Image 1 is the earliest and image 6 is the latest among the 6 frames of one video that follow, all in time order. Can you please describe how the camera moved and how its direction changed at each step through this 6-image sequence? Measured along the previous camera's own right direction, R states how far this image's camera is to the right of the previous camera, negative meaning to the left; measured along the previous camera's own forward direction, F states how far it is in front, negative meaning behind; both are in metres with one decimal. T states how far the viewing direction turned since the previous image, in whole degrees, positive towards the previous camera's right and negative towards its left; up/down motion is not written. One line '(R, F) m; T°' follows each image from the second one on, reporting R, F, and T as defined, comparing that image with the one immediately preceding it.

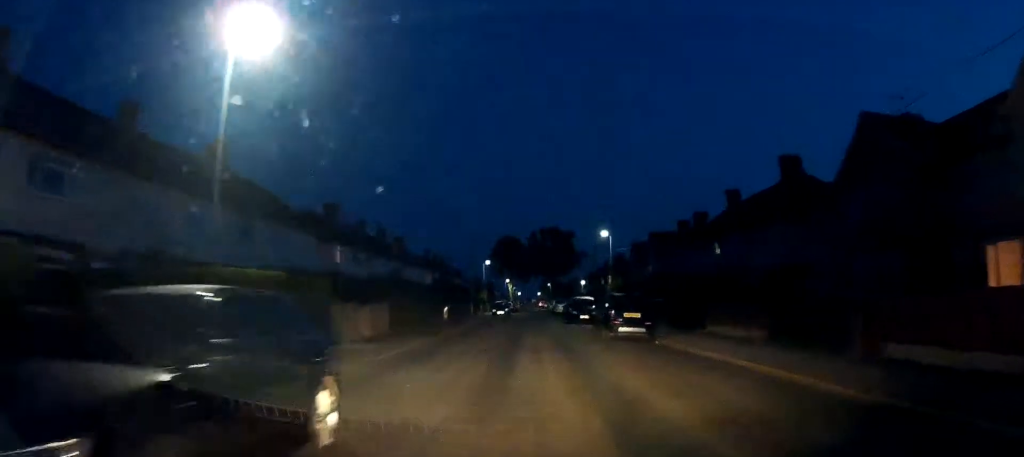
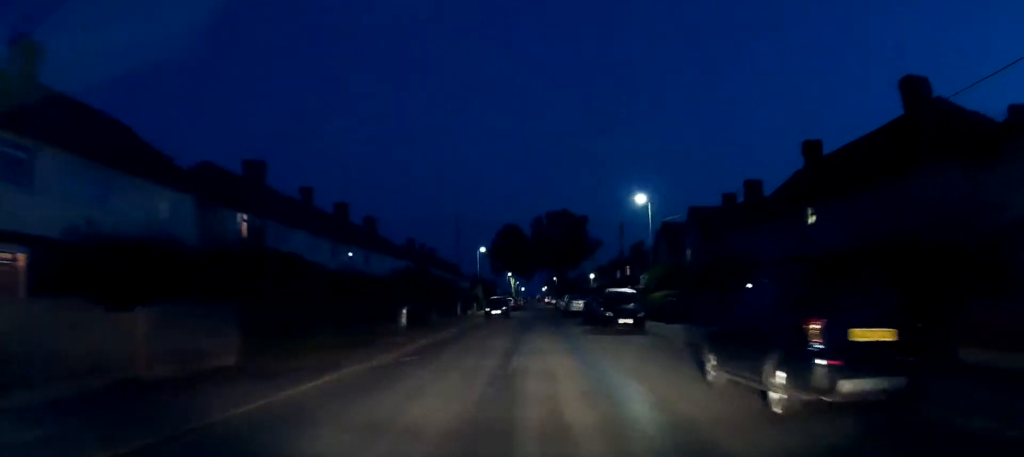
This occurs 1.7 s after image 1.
(-0.2, +15.1) m; 0°
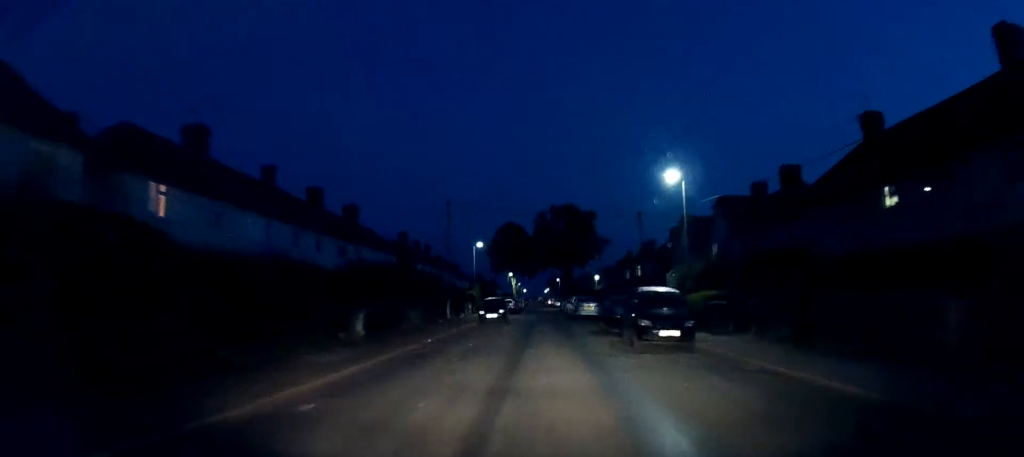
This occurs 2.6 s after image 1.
(0.0, +7.2) m; -1°
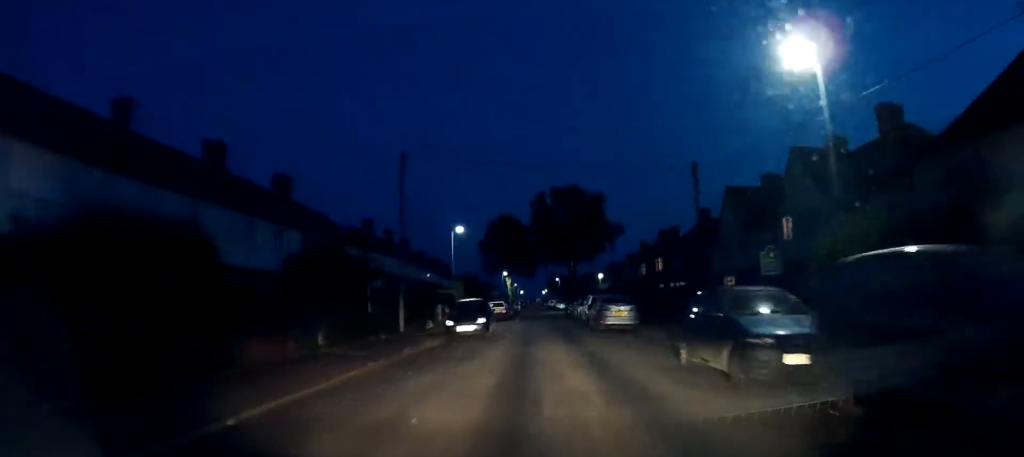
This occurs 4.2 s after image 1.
(-0.2, +14.4) m; 0°
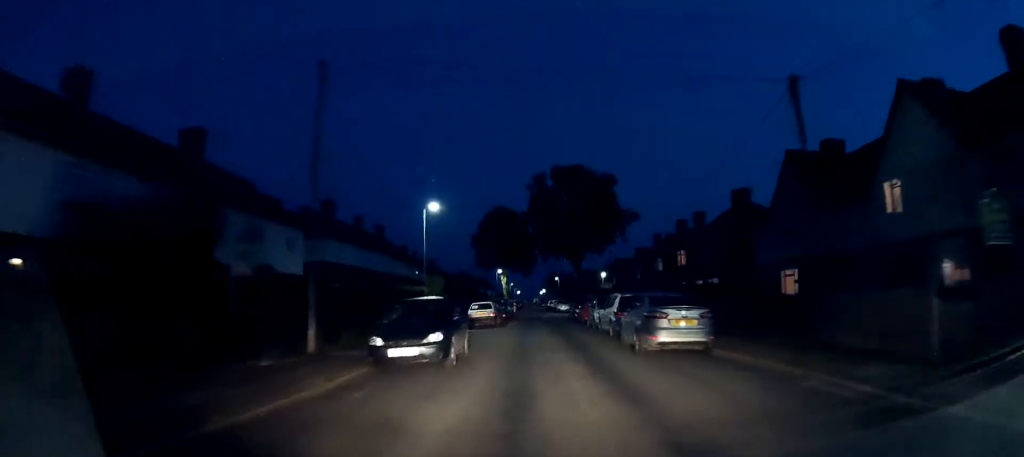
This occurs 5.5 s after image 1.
(+0.3, +10.6) m; +2°
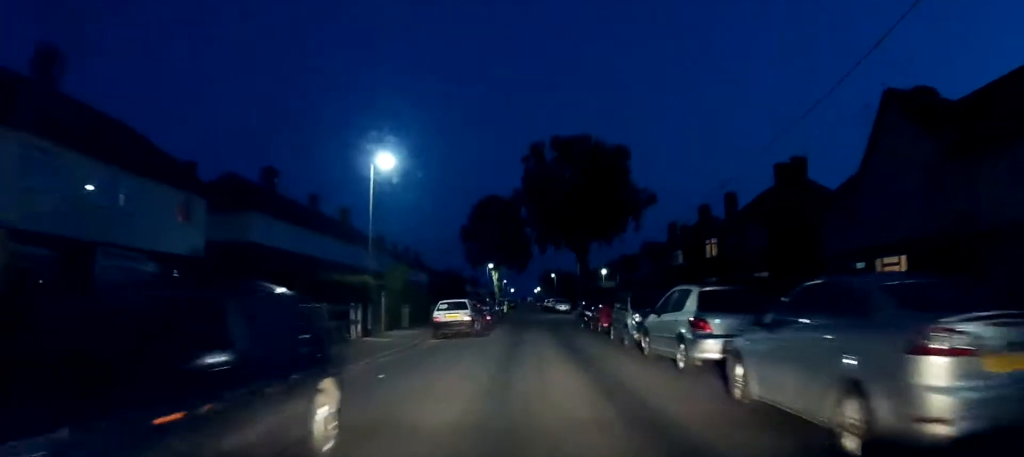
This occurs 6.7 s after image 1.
(+0.1, +10.3) m; +1°
